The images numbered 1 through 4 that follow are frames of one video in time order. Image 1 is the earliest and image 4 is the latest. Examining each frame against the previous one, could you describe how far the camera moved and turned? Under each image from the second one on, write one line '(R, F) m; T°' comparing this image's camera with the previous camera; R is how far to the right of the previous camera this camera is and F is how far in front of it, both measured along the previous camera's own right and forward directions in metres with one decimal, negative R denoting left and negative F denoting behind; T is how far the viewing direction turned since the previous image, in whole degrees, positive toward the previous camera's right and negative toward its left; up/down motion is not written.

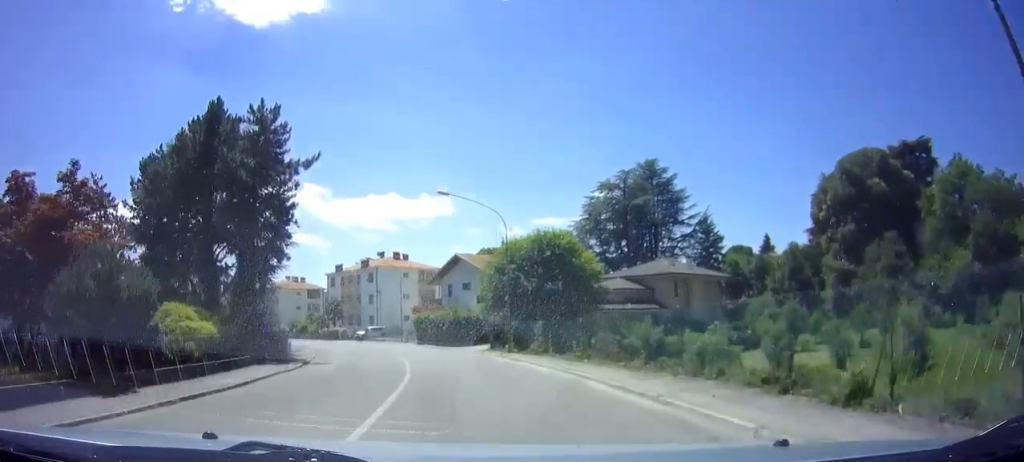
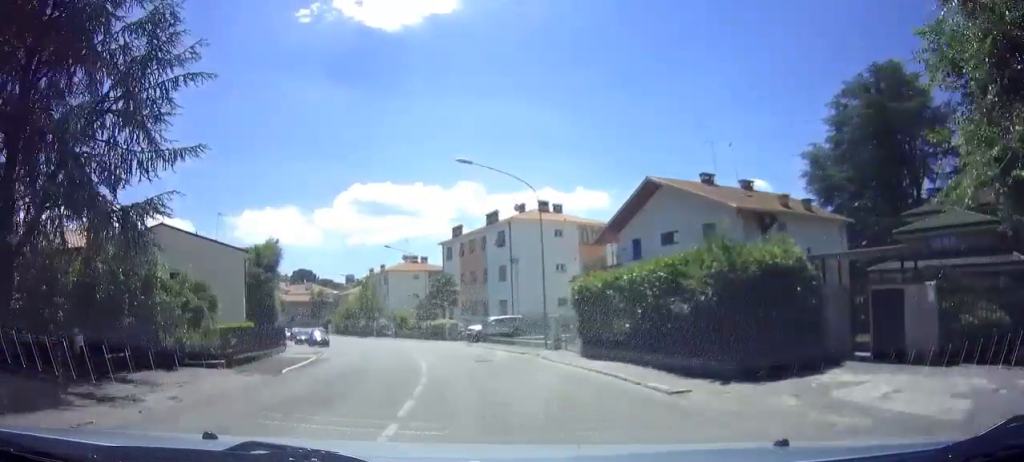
(-4.7, +30.2) m; -16°
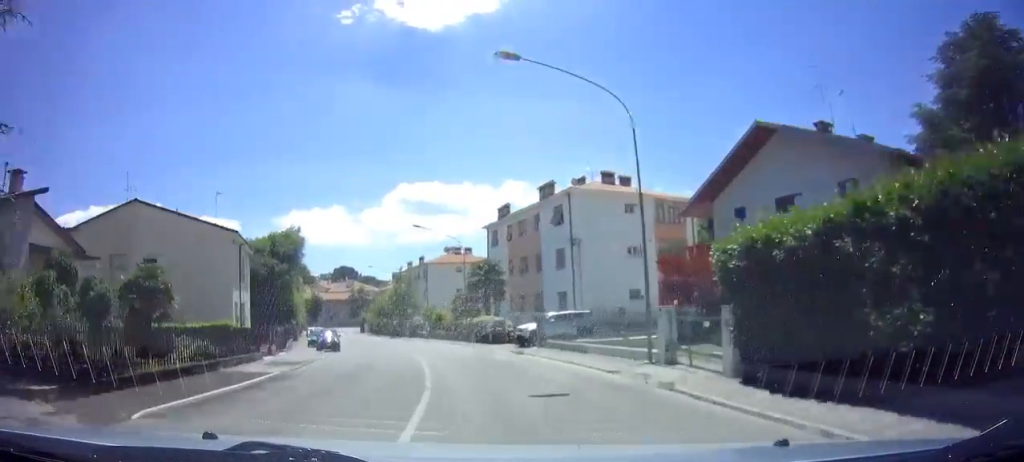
(-0.4, +9.1) m; -5°
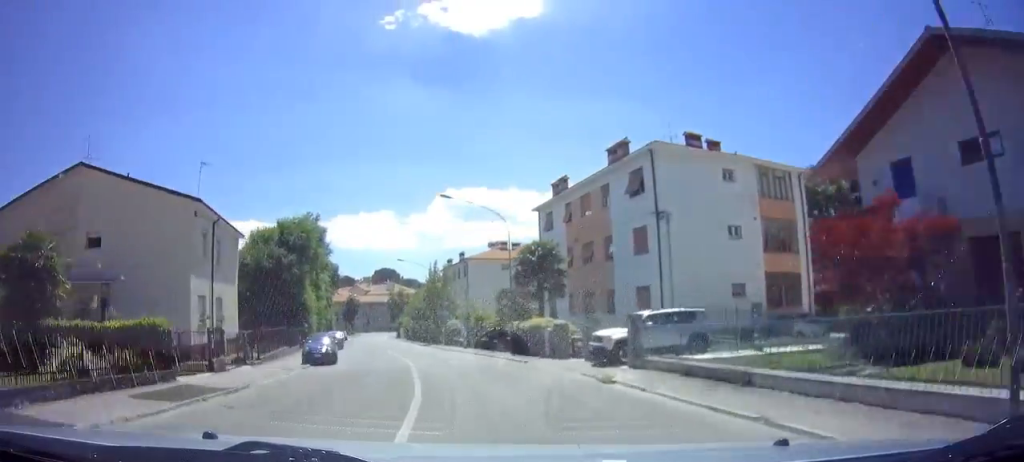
(-0.6, +10.8) m; -6°
